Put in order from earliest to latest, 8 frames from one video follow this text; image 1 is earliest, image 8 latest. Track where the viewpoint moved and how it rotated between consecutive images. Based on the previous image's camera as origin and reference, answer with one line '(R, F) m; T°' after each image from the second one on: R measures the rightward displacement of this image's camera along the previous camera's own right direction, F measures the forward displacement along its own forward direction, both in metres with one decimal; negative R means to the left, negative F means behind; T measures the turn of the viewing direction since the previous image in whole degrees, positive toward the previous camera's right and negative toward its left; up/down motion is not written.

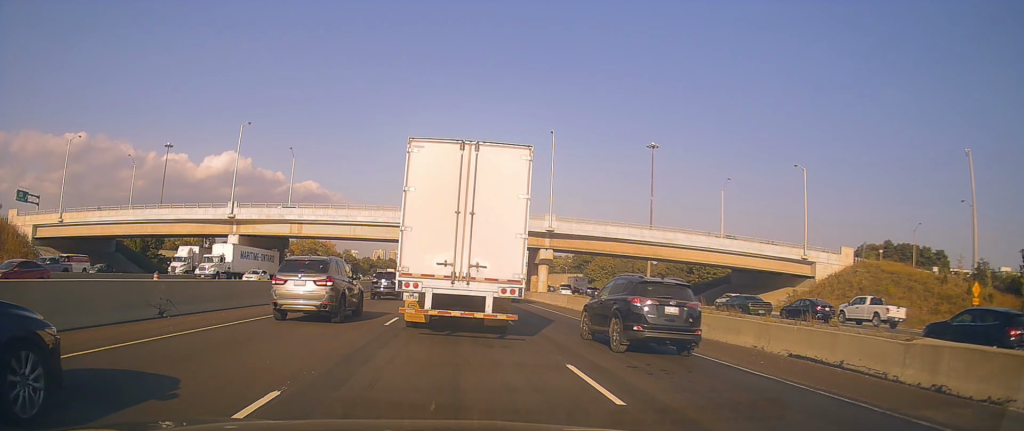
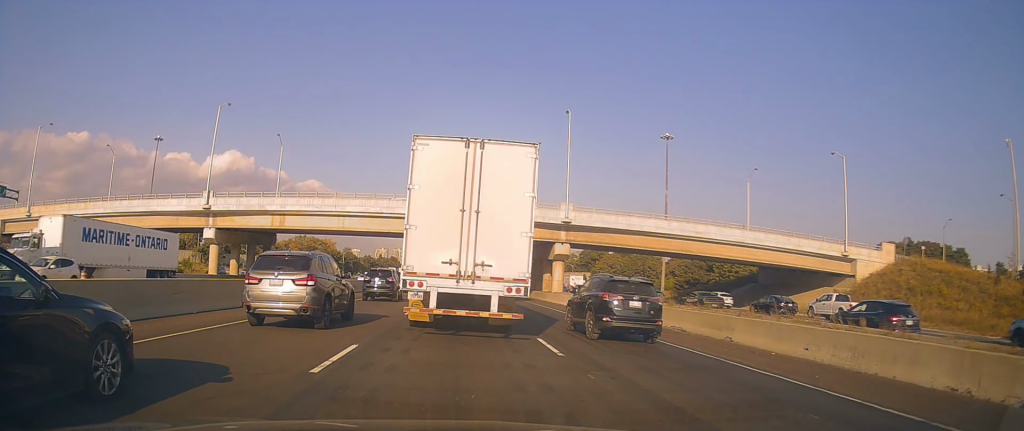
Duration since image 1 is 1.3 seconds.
(0.0, +7.7) m; -4°
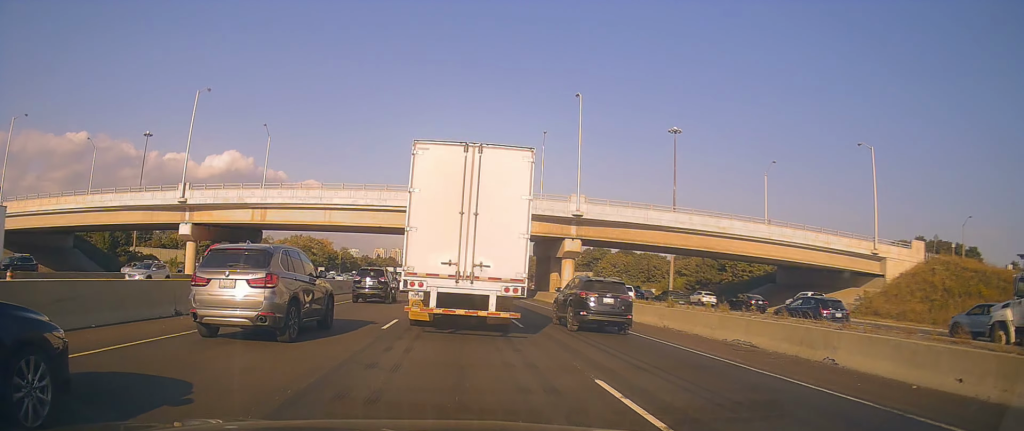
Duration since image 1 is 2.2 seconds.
(-0.3, +5.6) m; -4°
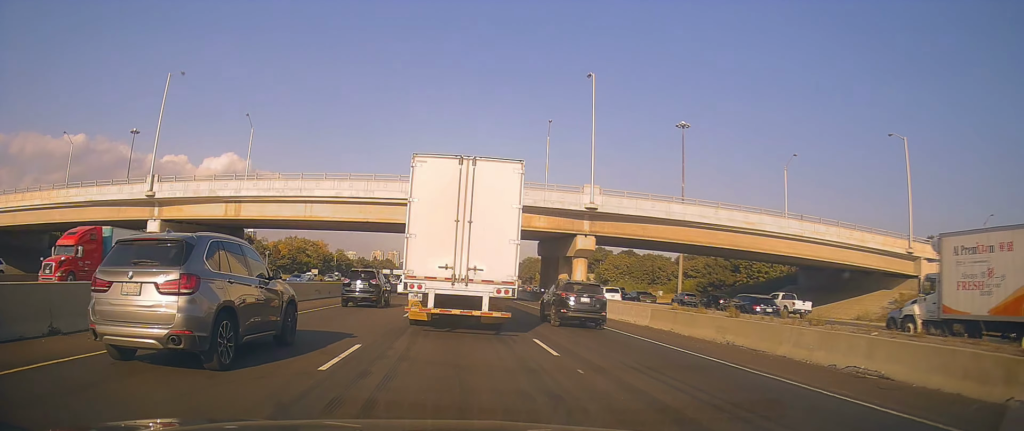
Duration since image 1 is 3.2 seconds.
(-0.1, +6.0) m; 0°
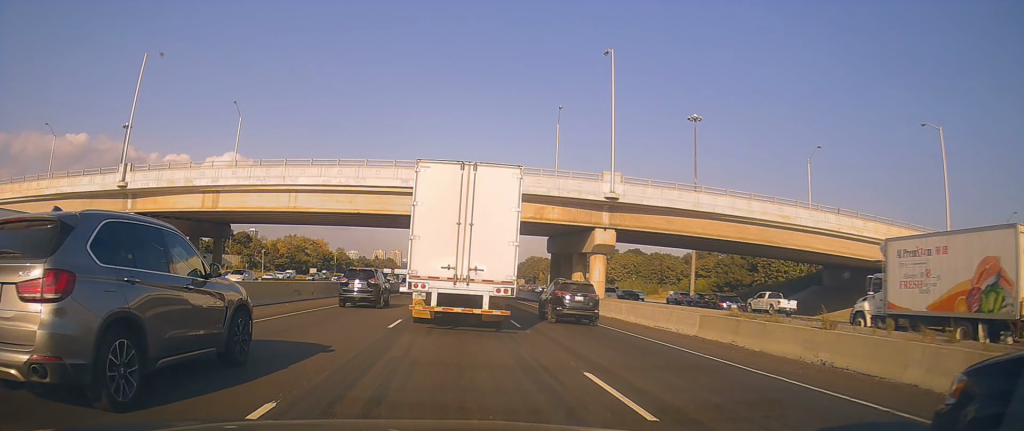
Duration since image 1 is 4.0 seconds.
(+0.1, +5.0) m; +1°
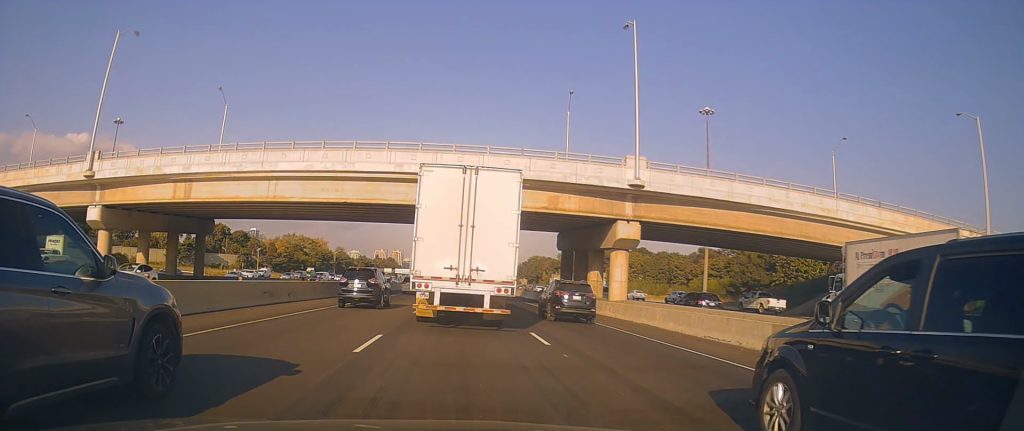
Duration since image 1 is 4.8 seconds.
(0.0, +5.0) m; +3°
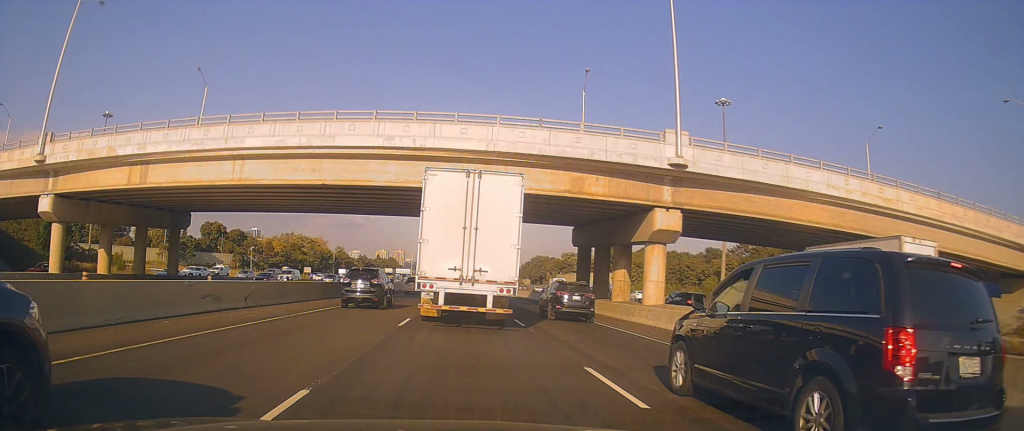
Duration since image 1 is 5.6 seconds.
(+0.3, +6.2) m; 0°
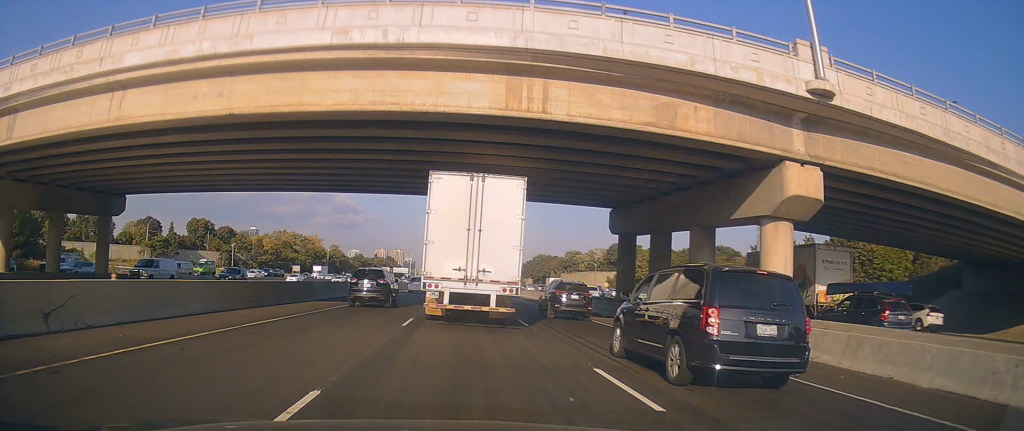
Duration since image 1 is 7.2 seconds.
(-0.5, +12.2) m; -3°
